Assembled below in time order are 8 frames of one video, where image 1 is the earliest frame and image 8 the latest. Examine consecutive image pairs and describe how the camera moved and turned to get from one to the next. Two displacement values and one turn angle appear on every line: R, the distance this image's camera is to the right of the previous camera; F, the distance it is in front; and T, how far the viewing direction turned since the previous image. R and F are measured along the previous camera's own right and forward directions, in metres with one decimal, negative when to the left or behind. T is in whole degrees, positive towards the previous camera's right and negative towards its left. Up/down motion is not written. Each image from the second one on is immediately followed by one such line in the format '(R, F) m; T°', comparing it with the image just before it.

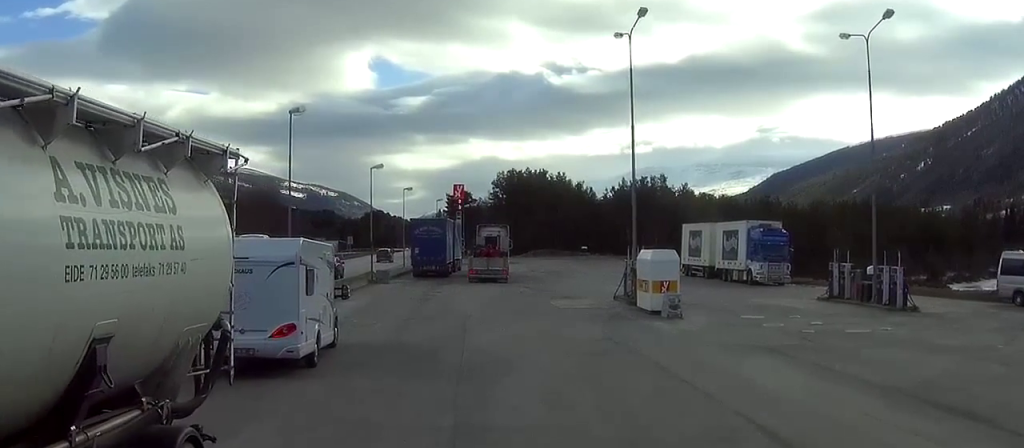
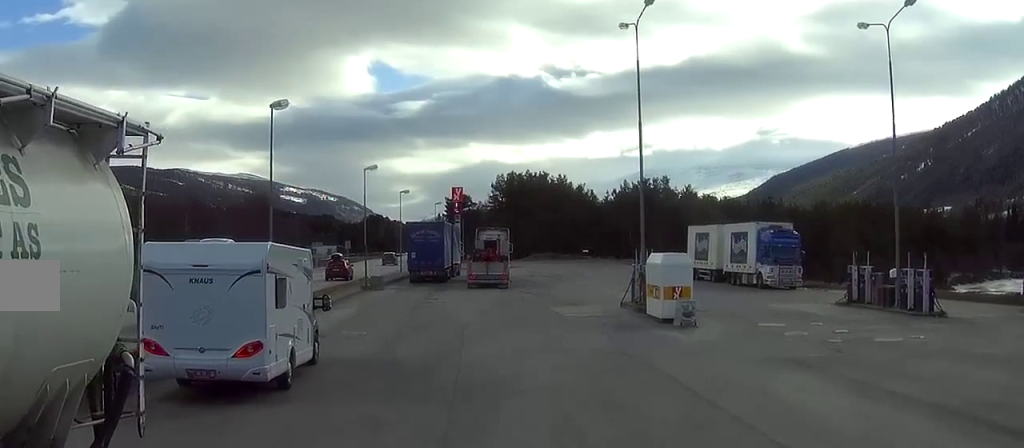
(+0.1, +2.6) m; -1°
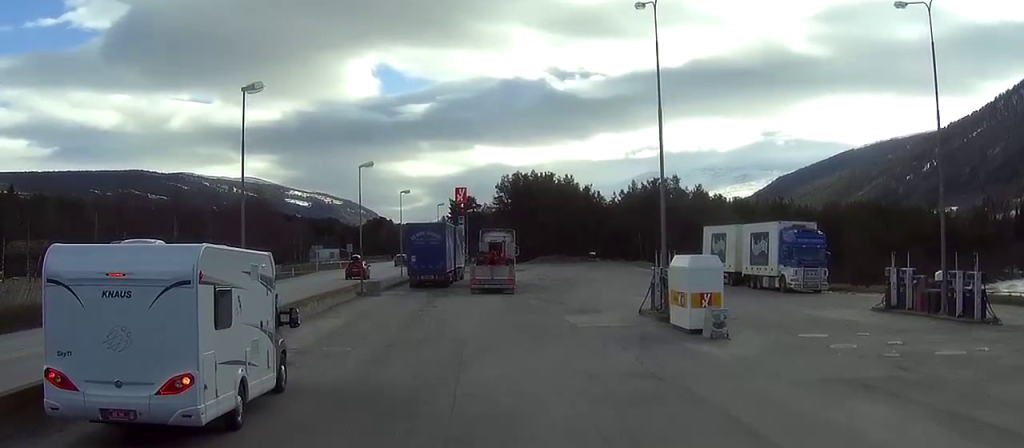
(-0.2, +4.1) m; -2°
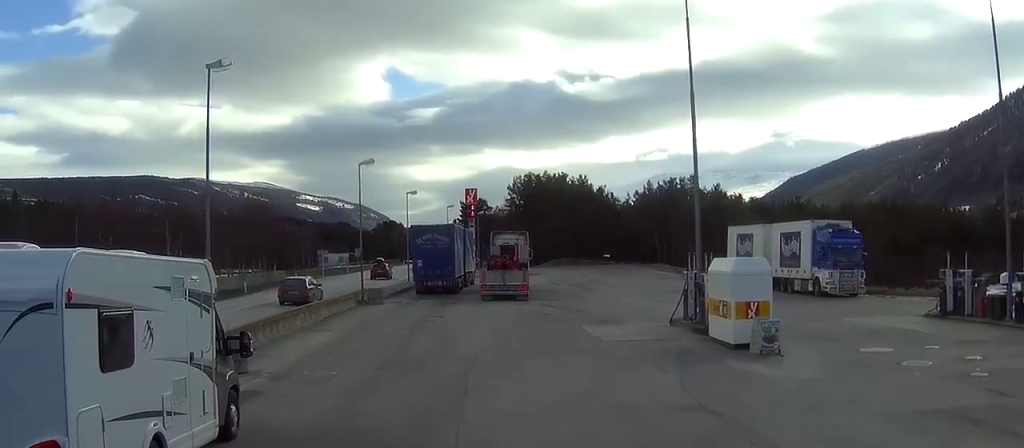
(-0.1, +4.7) m; -2°
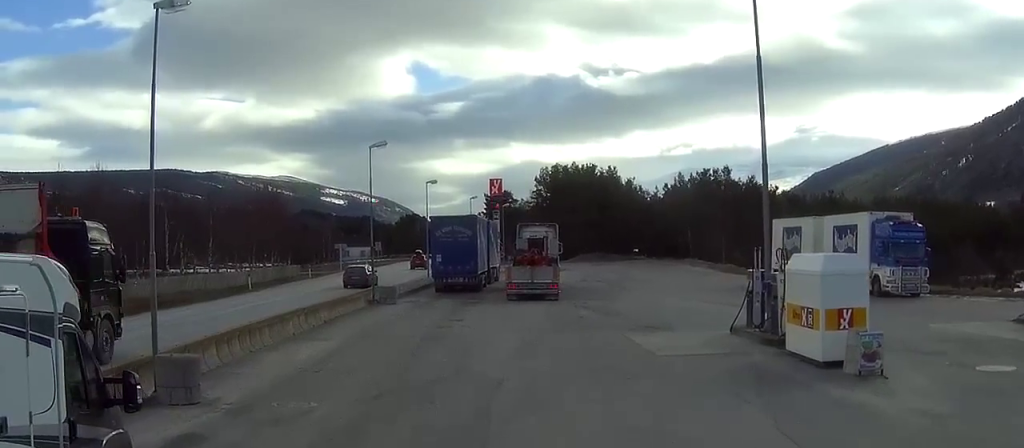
(-0.2, +6.2) m; -2°
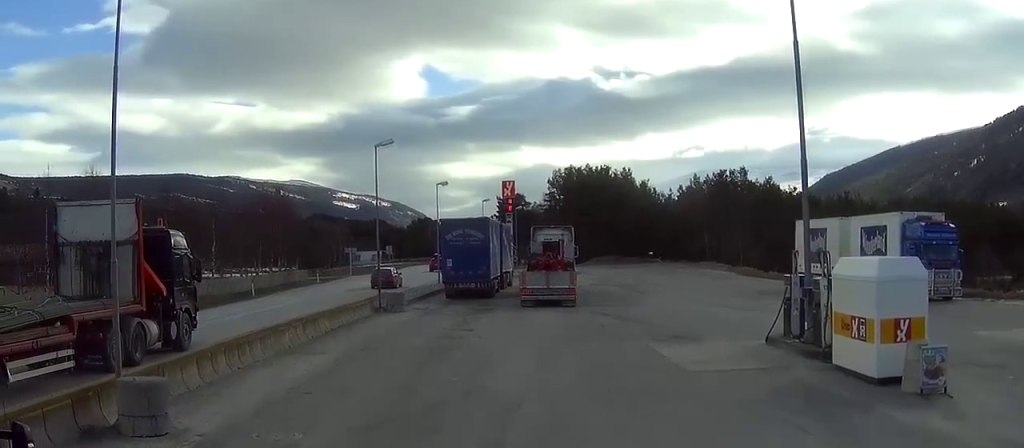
(-0.1, +2.8) m; -1°
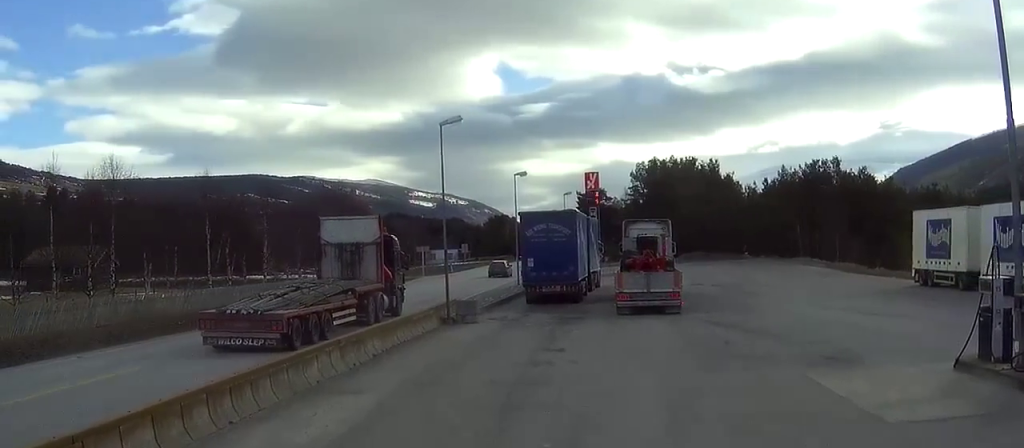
(0.0, +7.7) m; -2°
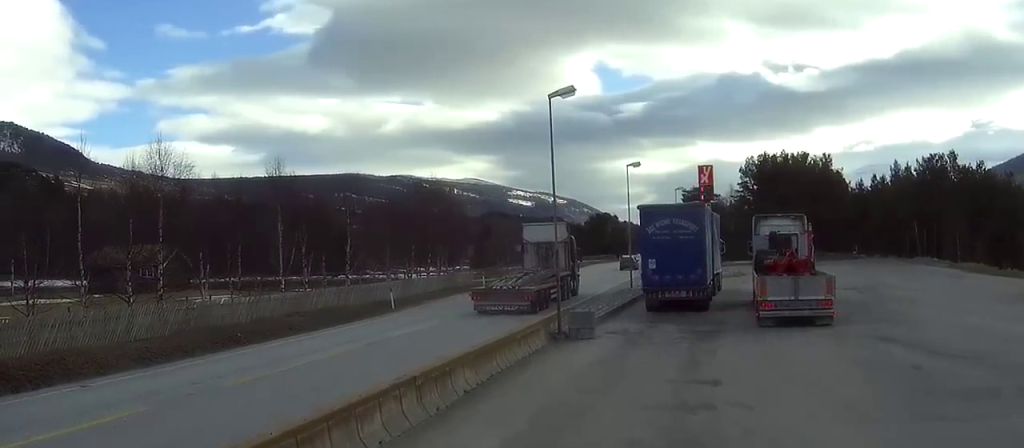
(-0.2, +7.1) m; -1°
